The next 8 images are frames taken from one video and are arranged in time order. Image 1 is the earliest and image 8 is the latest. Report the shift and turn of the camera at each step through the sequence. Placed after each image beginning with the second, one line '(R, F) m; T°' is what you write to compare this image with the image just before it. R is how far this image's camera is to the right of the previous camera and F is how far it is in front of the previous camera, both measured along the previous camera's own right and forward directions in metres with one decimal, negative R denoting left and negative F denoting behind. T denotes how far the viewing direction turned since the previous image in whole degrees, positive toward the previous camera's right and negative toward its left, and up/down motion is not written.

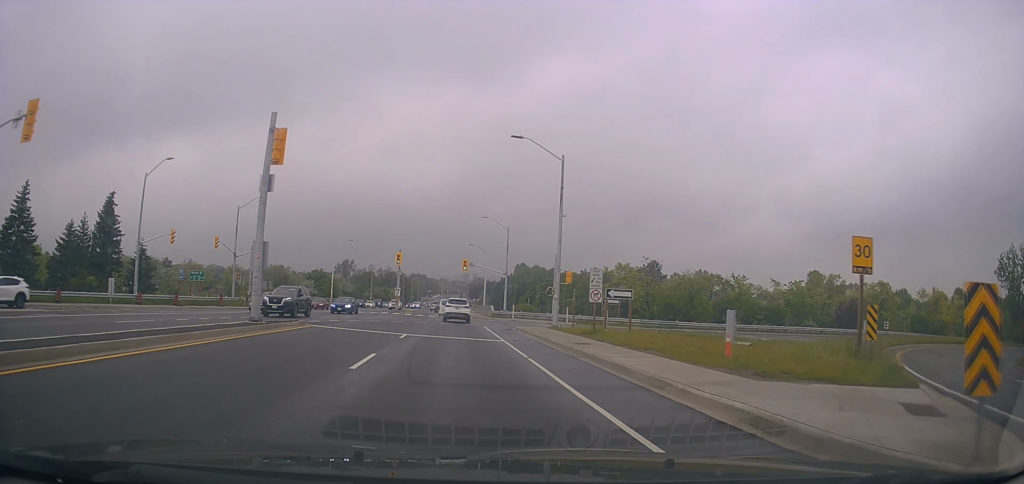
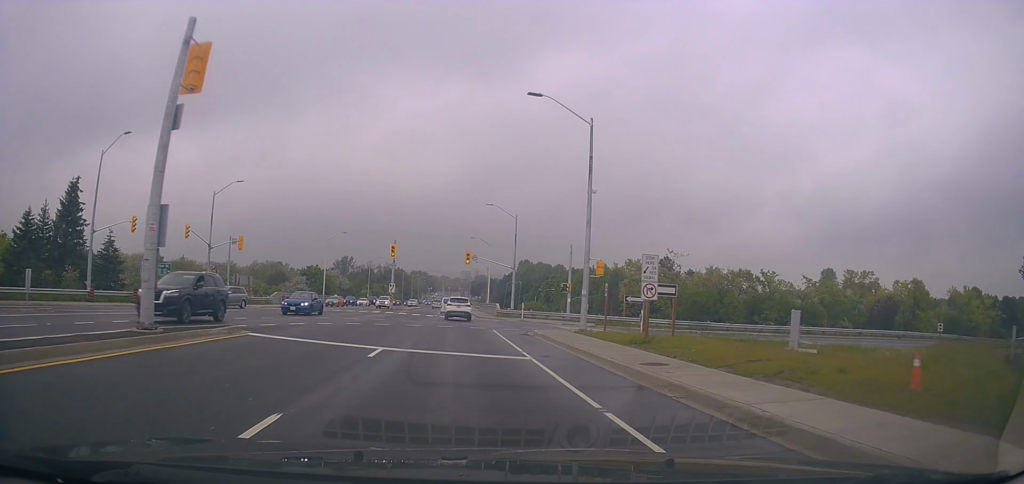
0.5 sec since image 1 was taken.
(+0.2, +7.1) m; 0°
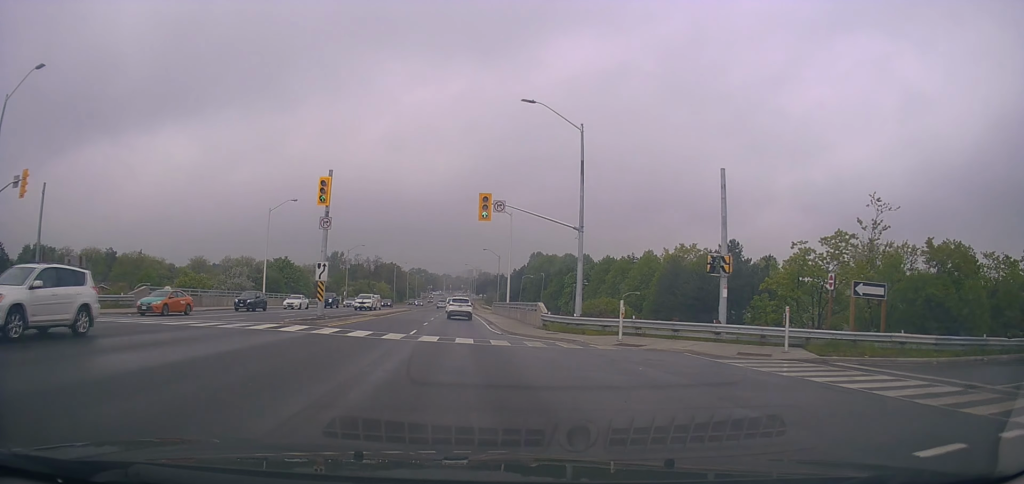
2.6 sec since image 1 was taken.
(+0.1, +30.6) m; +2°
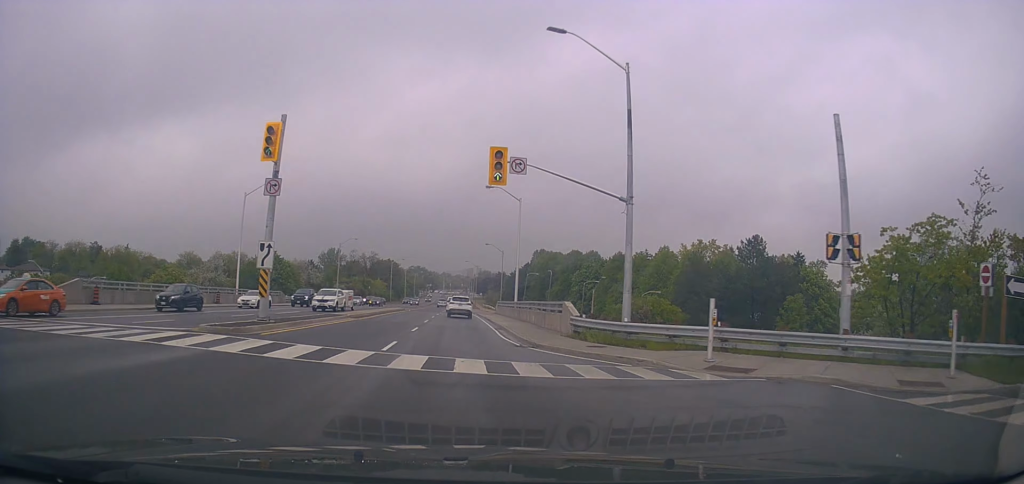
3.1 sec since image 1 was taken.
(0.0, +8.1) m; -1°
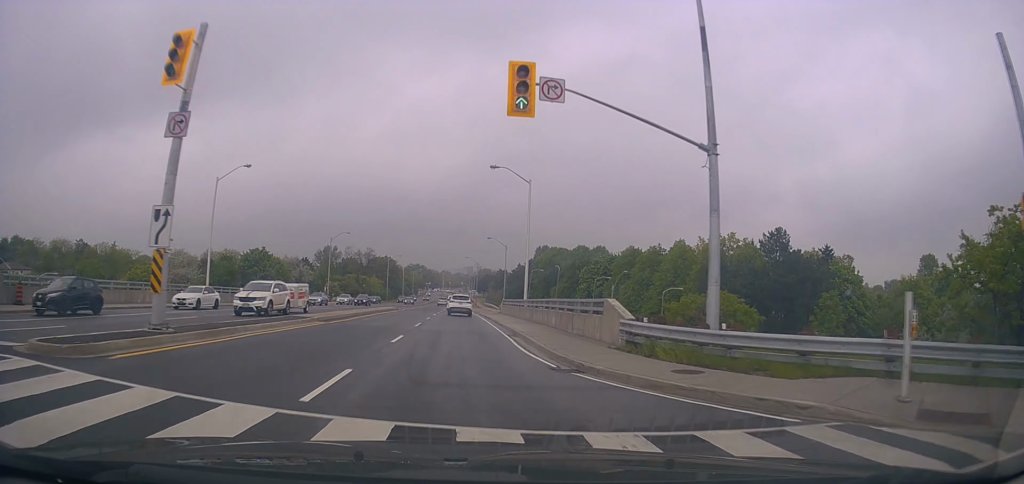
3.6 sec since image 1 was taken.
(0.0, +7.3) m; -1°
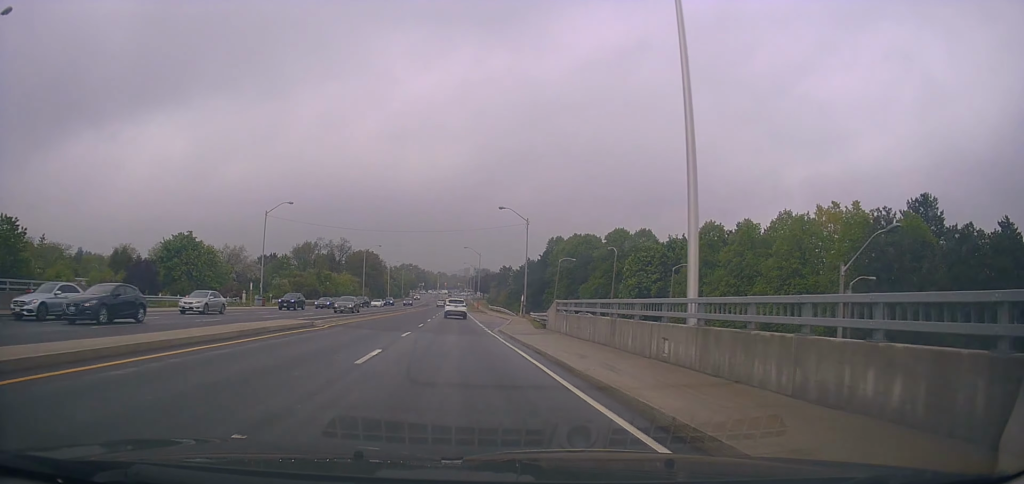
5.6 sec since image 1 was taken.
(+0.3, +31.5) m; 0°
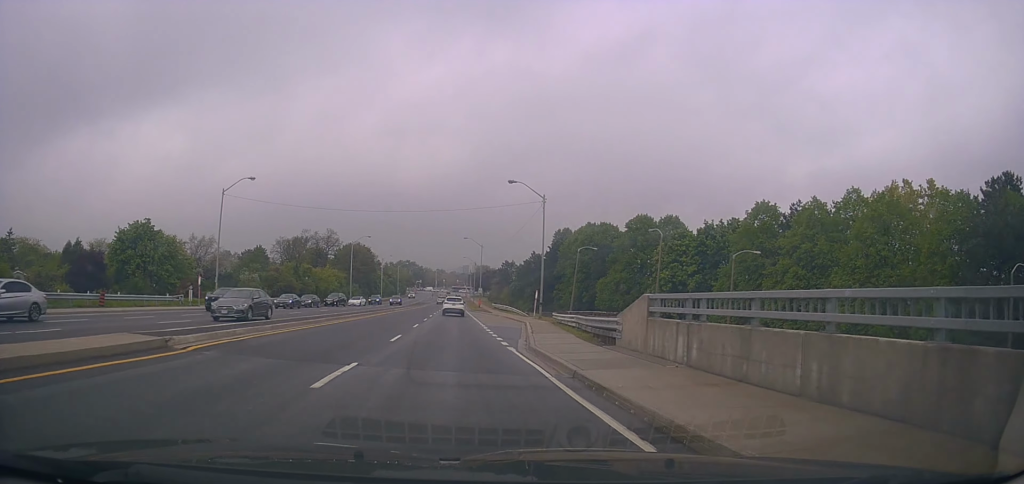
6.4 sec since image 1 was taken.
(-0.4, +12.7) m; 0°
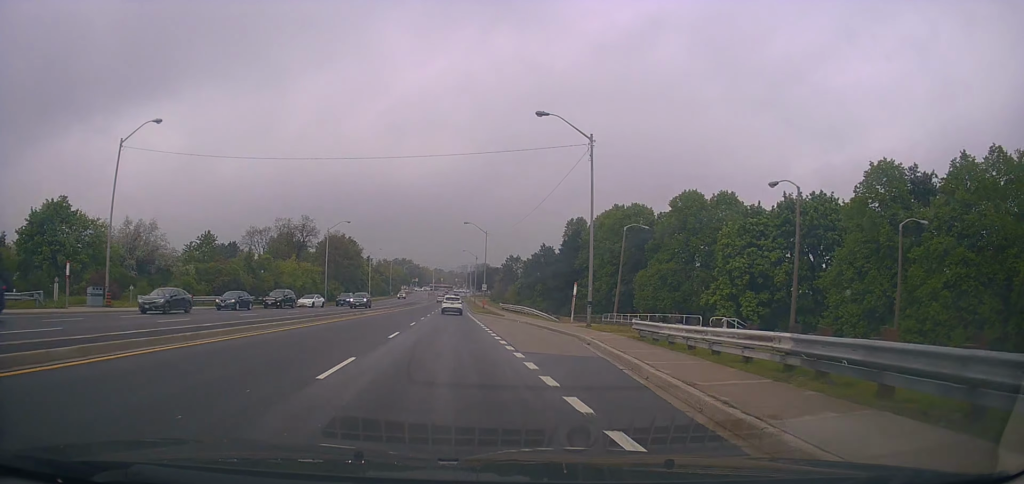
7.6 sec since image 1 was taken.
(+0.2, +18.1) m; -1°
